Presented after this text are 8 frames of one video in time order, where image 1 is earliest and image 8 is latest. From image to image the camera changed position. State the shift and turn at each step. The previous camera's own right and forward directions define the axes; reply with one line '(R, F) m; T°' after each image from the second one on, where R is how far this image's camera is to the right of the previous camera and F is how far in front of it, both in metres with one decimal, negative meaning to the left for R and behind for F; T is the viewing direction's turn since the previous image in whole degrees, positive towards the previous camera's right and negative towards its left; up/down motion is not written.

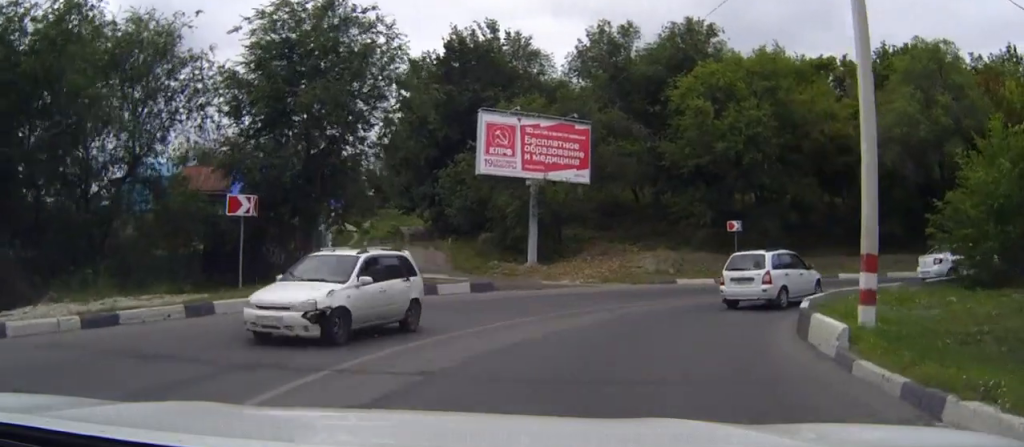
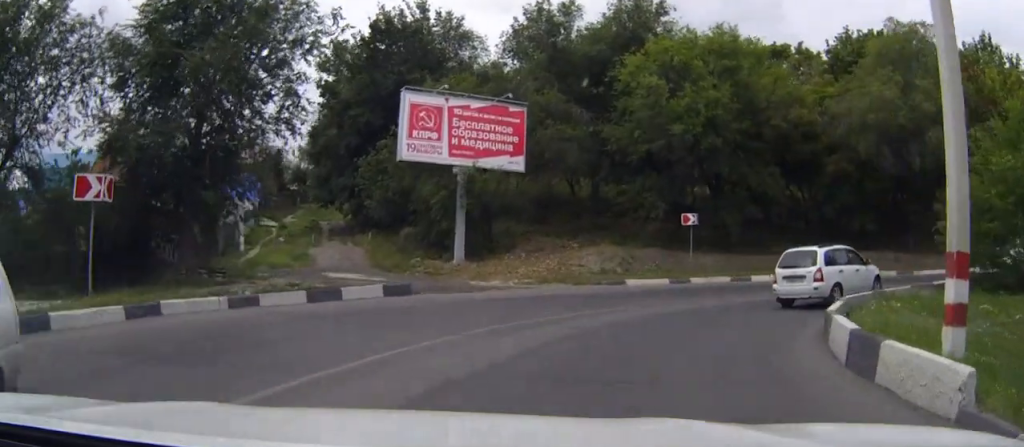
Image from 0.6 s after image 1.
(+0.1, +4.5) m; +4°
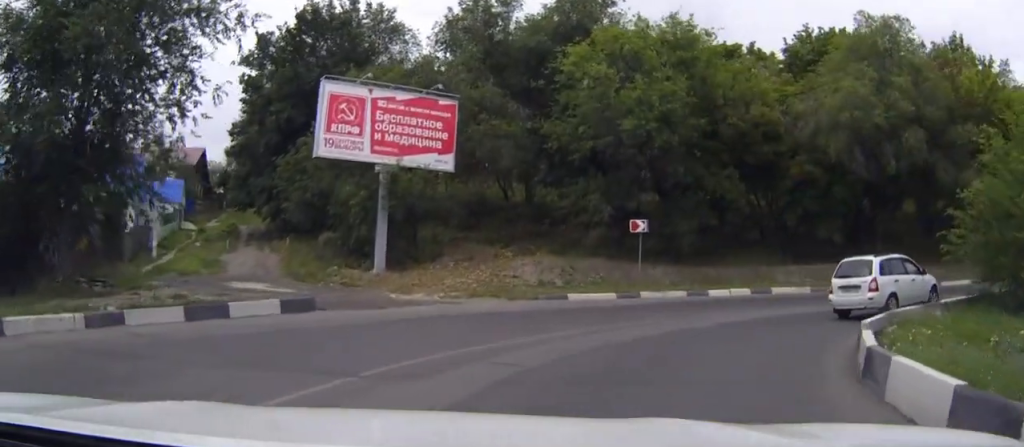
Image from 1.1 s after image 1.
(+0.1, +3.6) m; +6°
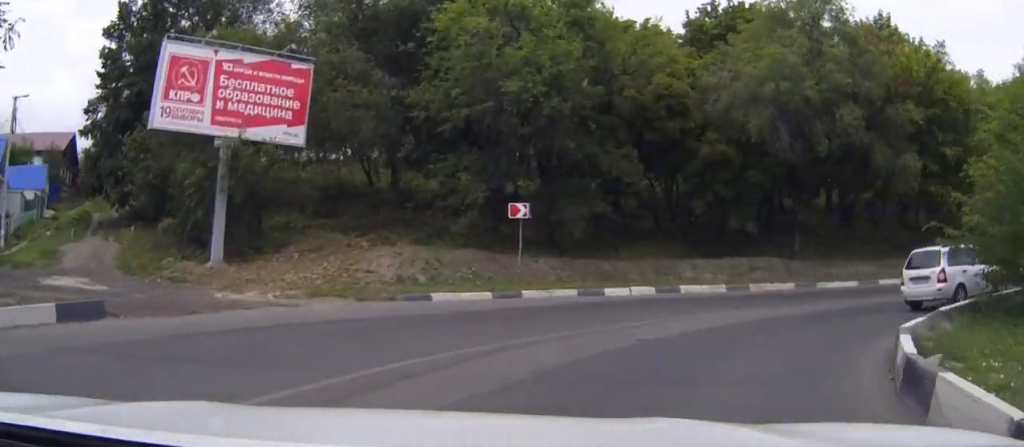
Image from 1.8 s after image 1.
(+0.3, +4.9) m; +11°
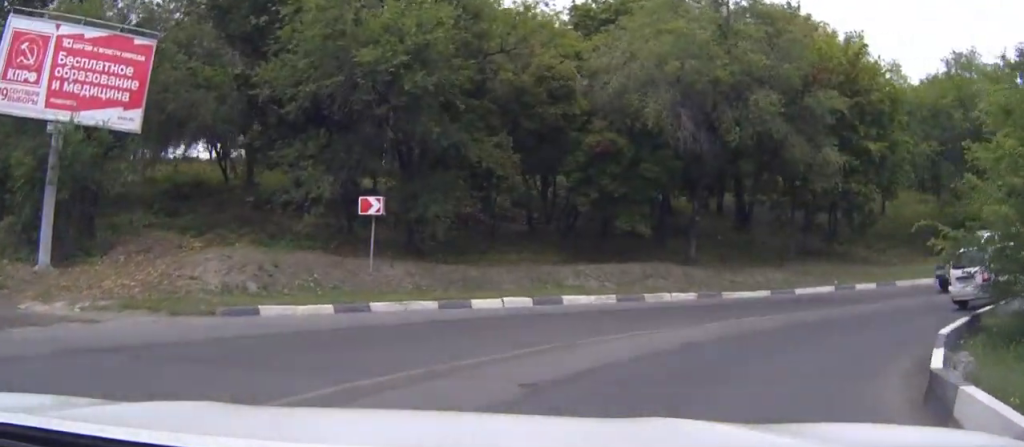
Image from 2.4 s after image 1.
(+0.3, +3.8) m; +11°
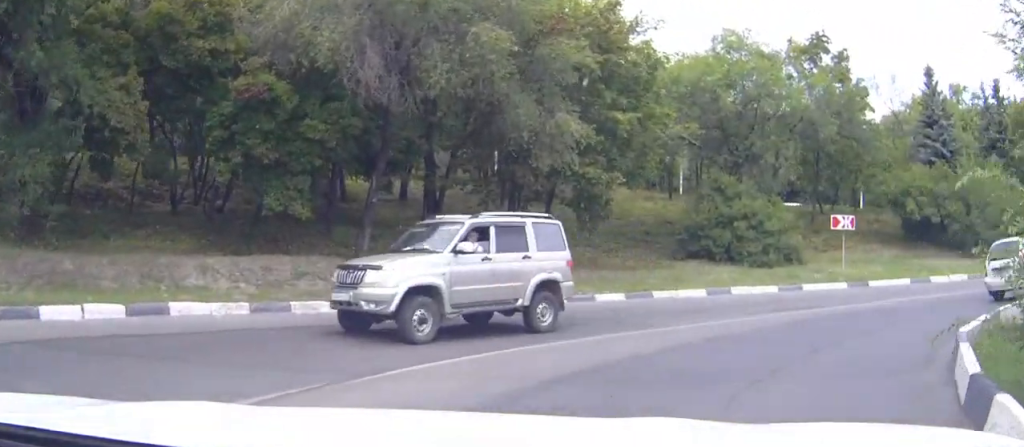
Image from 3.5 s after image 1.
(+1.2, +6.7) m; +24°
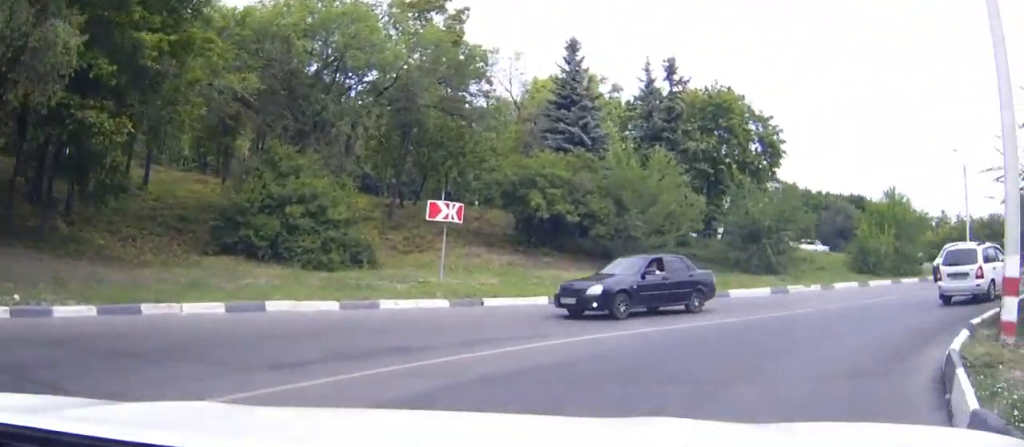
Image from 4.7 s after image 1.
(+2.5, +7.7) m; +33°
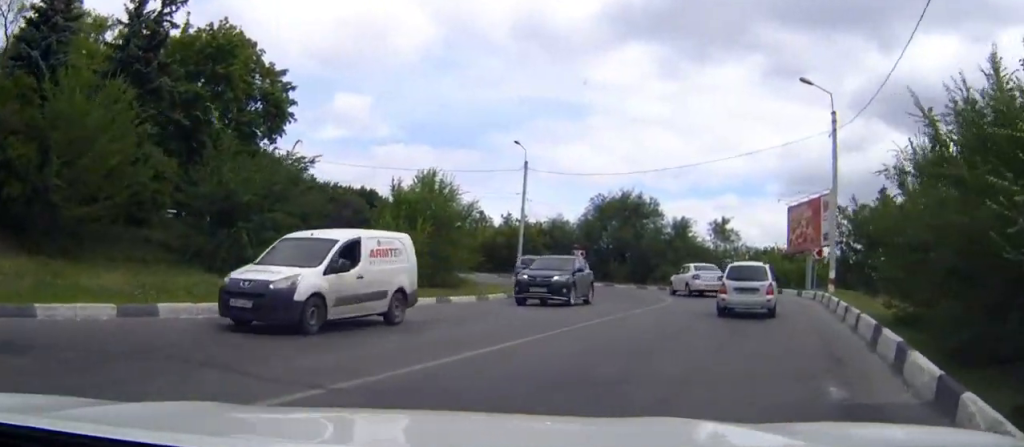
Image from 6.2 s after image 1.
(+3.6, +10.0) m; +36°
